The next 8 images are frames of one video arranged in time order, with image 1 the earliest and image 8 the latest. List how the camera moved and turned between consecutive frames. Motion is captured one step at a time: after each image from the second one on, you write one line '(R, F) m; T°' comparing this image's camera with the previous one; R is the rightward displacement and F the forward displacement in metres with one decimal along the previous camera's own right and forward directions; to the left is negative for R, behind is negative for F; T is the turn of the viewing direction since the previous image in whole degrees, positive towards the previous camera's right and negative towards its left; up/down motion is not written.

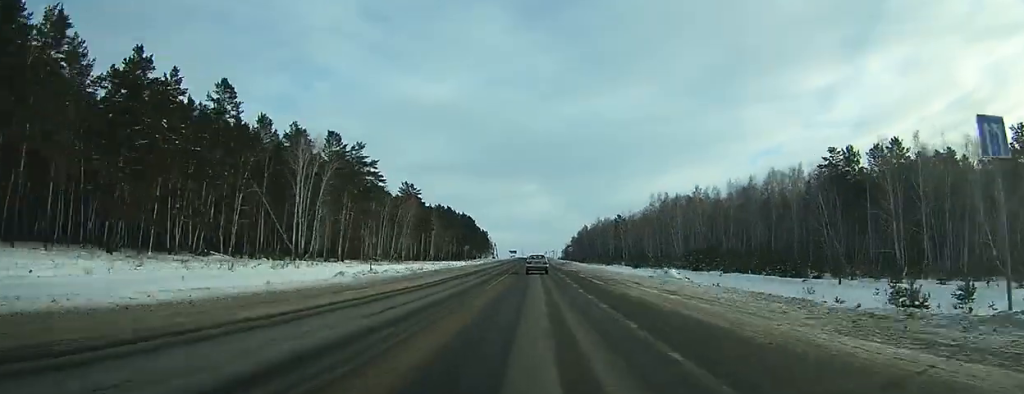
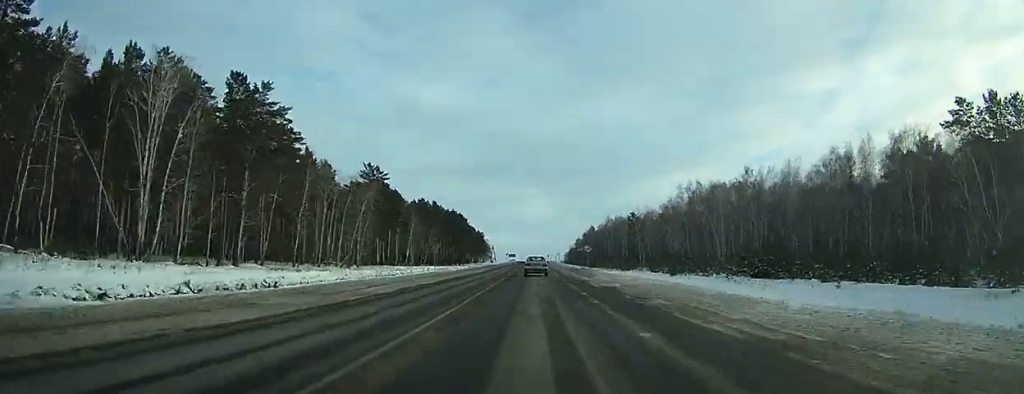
(+0.8, +27.1) m; -1°
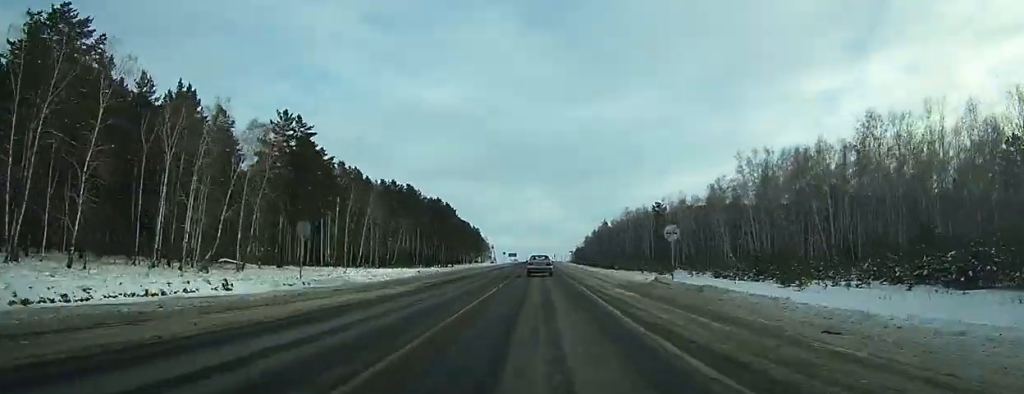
(-1.1, +34.4) m; -1°
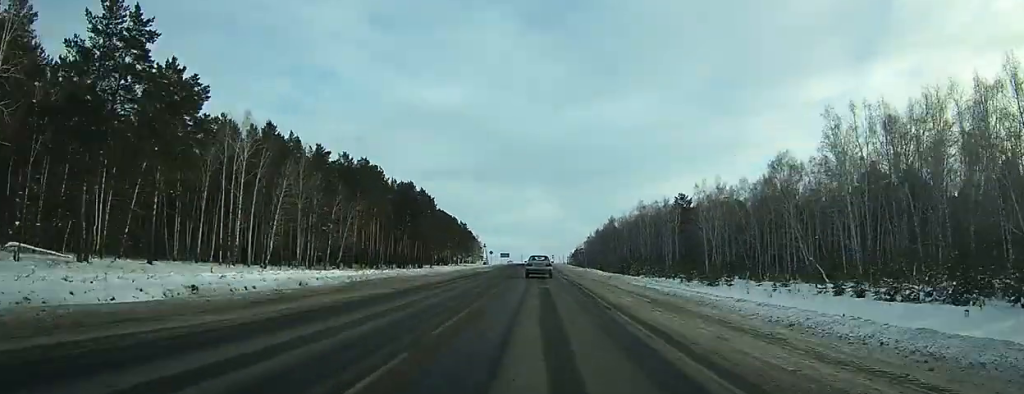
(-0.2, +30.2) m; 0°
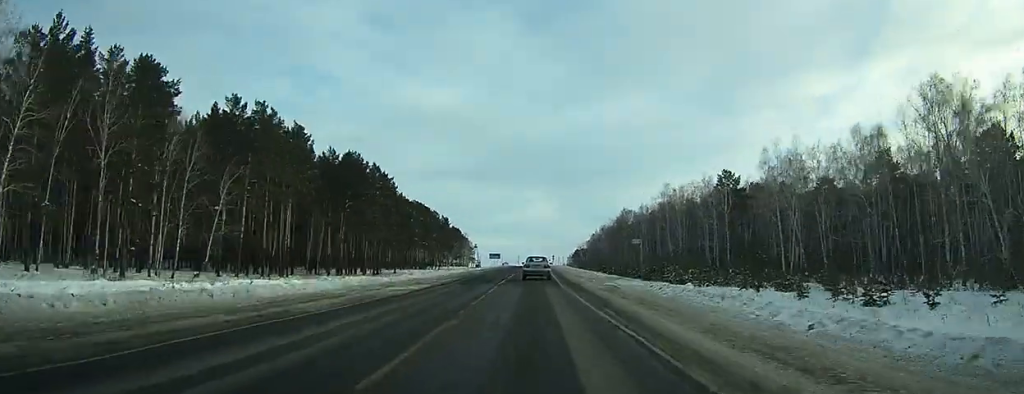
(+0.5, +37.1) m; +1°
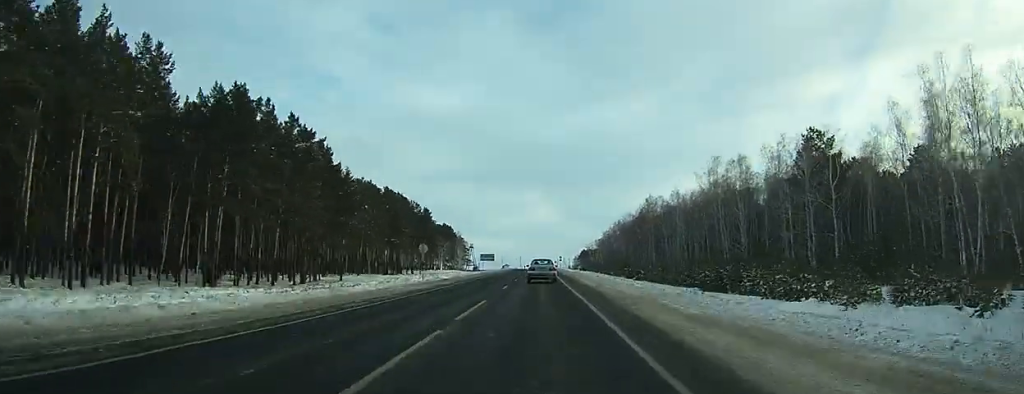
(-0.2, +36.9) m; 0°
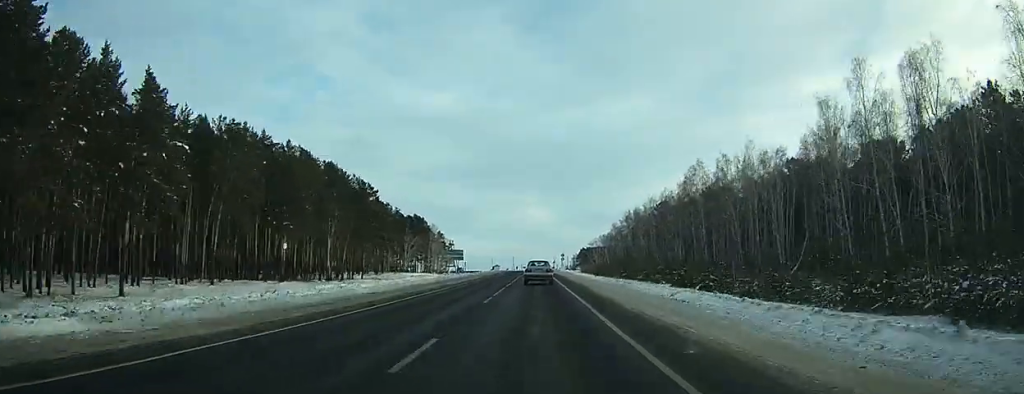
(+0.1, +50.1) m; 0°
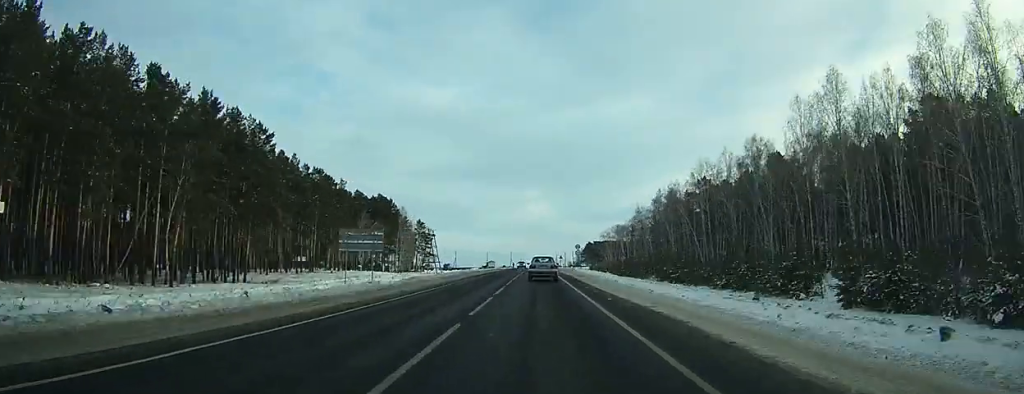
(-0.1, +42.9) m; 0°
